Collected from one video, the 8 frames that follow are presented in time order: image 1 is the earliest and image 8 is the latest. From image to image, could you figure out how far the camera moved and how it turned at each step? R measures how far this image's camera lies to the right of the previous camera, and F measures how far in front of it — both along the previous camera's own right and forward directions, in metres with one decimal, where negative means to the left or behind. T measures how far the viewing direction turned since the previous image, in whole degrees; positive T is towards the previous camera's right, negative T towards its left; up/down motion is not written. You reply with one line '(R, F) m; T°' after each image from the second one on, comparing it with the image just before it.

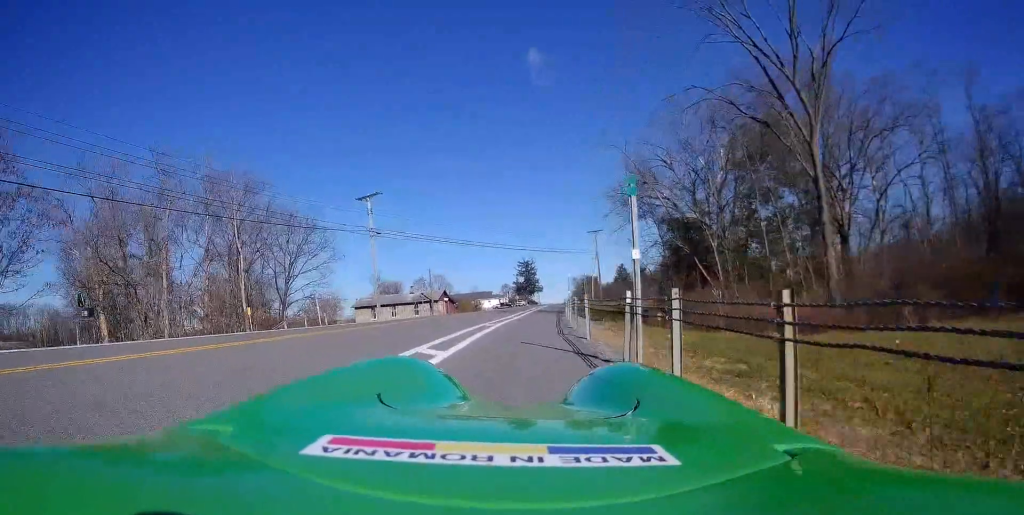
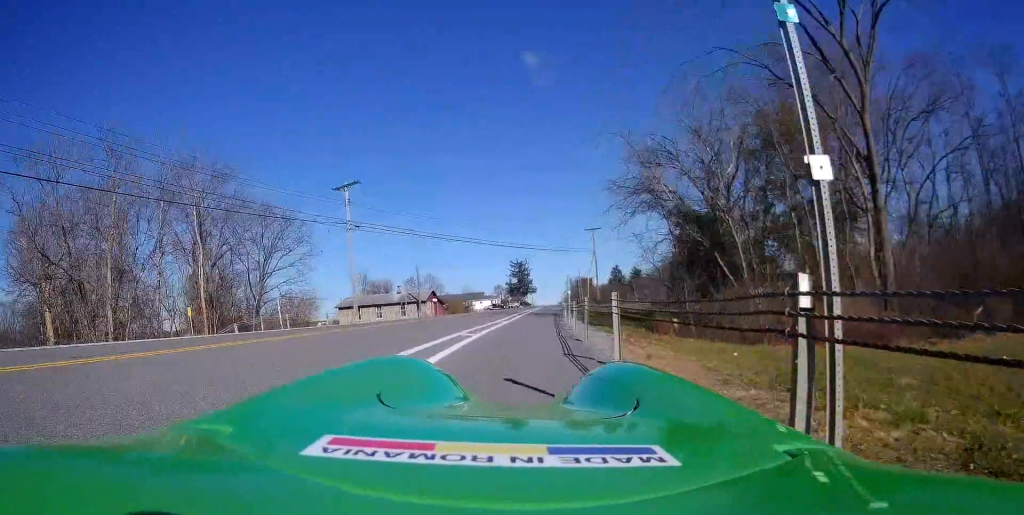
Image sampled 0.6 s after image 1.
(-0.1, +4.7) m; -1°
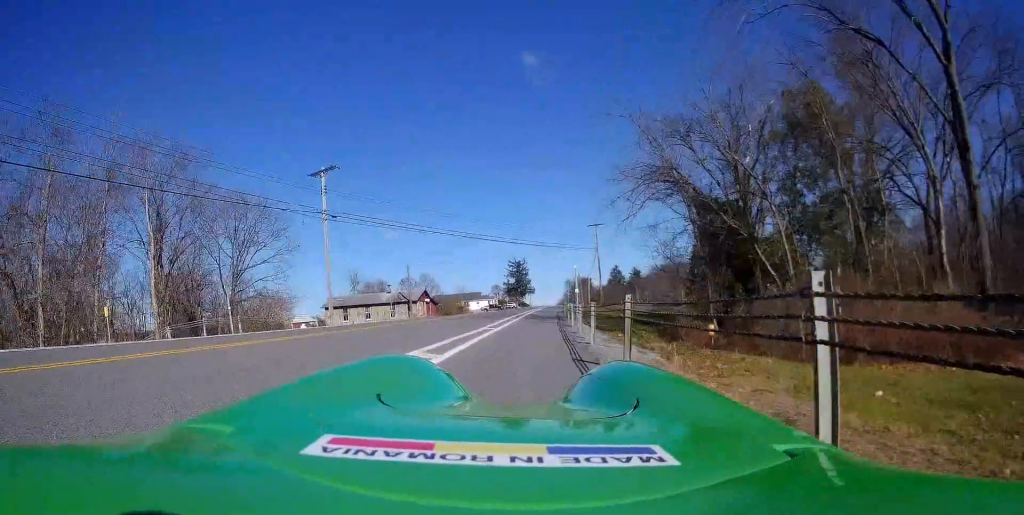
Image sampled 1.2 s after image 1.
(+0.1, +4.9) m; 0°
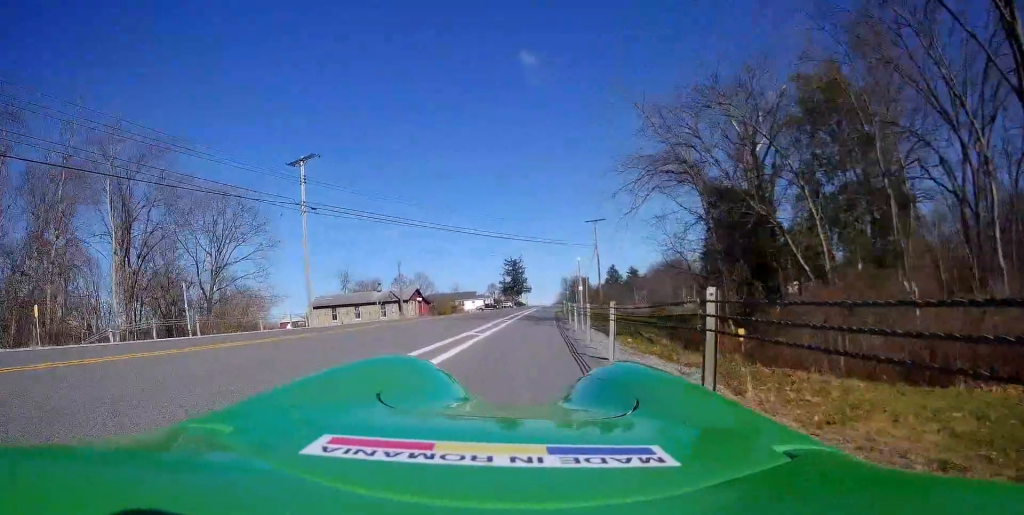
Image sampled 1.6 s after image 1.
(0.0, +3.2) m; 0°
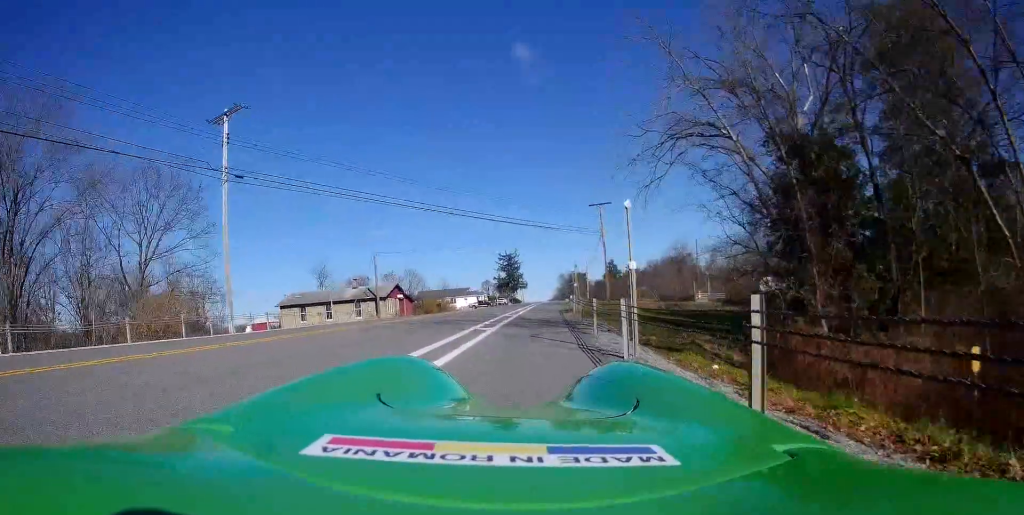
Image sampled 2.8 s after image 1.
(0.0, +9.3) m; +4°
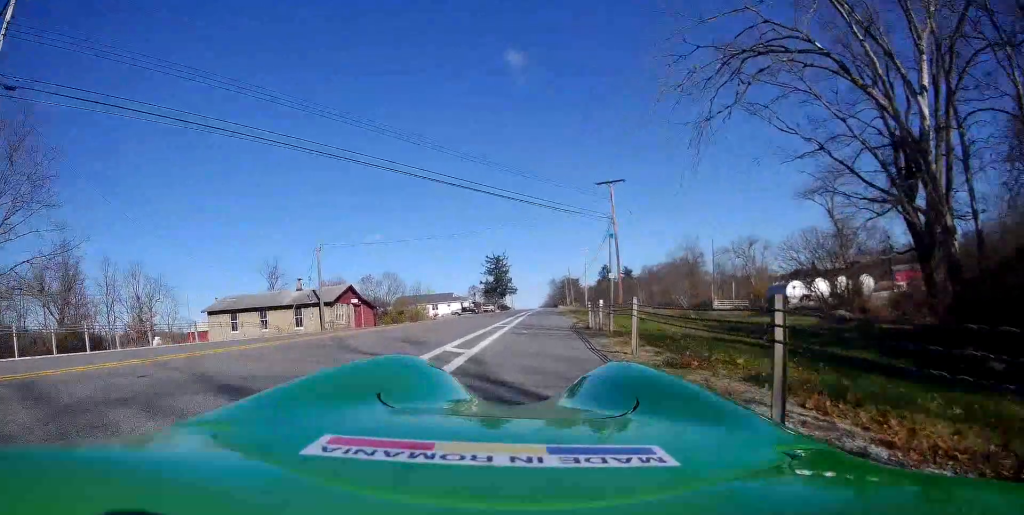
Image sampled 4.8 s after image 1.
(+0.9, +14.9) m; +1°
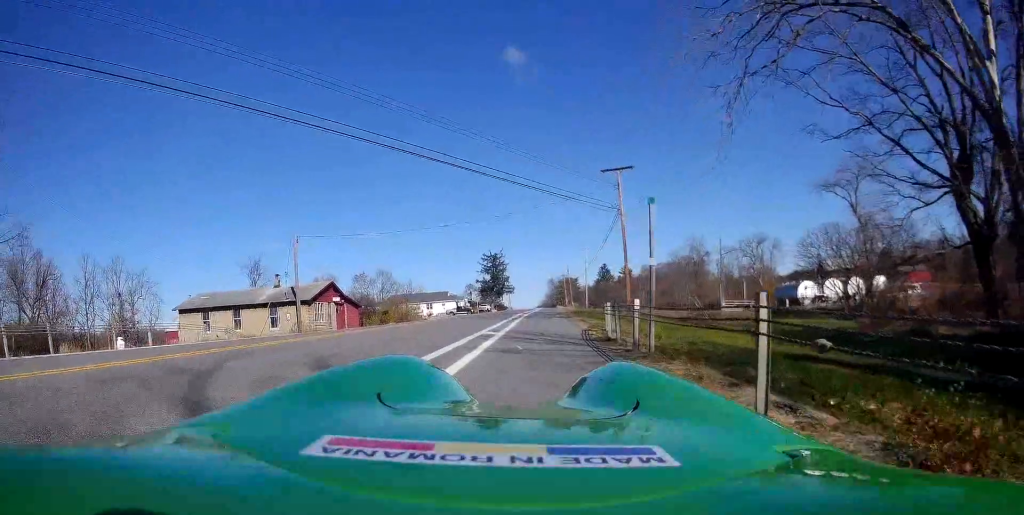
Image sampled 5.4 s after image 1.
(-0.2, +4.6) m; -3°
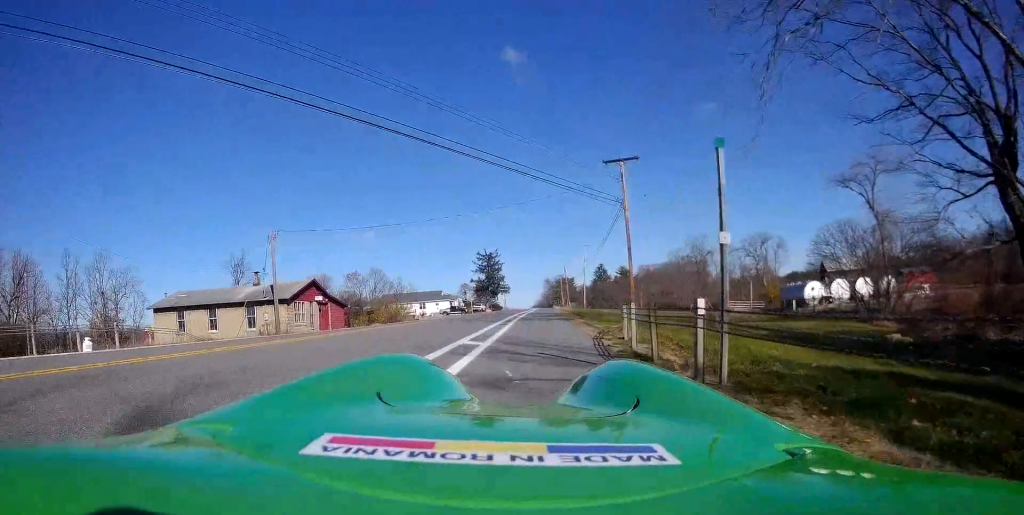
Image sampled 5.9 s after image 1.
(0.0, +3.3) m; +1°
